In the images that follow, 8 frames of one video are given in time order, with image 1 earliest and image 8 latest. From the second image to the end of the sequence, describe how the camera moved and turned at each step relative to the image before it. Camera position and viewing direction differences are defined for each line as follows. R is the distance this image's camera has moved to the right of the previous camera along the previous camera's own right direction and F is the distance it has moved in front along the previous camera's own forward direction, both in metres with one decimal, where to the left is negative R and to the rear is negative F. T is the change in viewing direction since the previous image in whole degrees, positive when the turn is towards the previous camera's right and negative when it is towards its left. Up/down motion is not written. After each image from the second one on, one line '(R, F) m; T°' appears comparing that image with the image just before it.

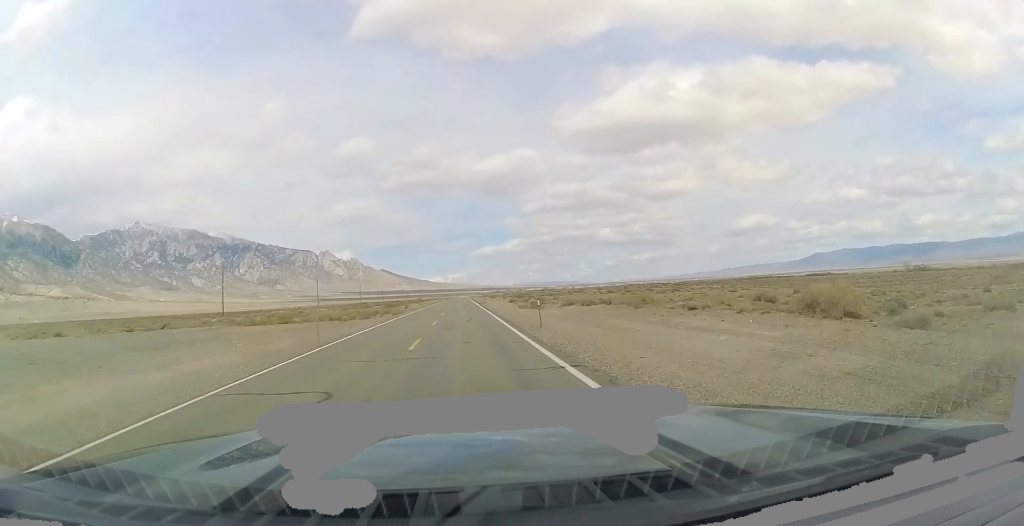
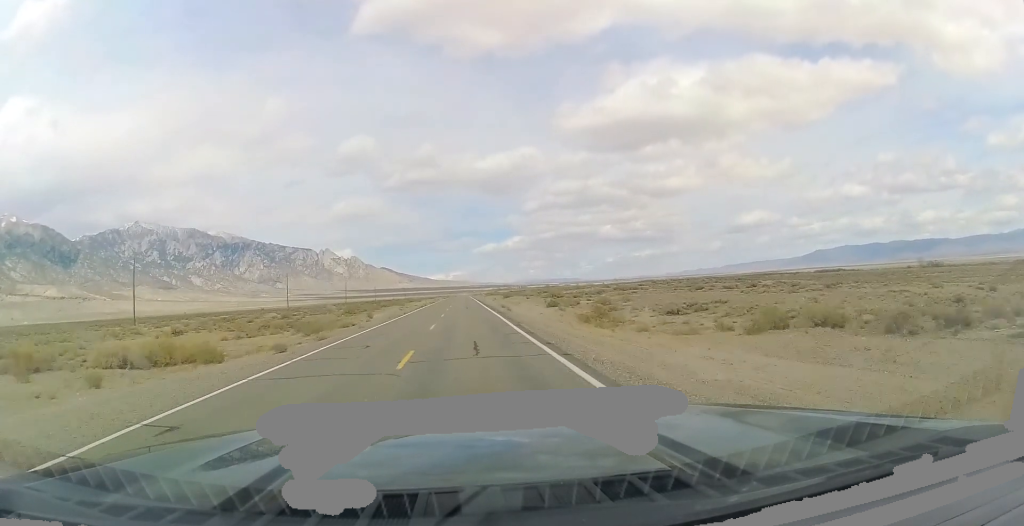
(0.0, +40.7) m; 0°
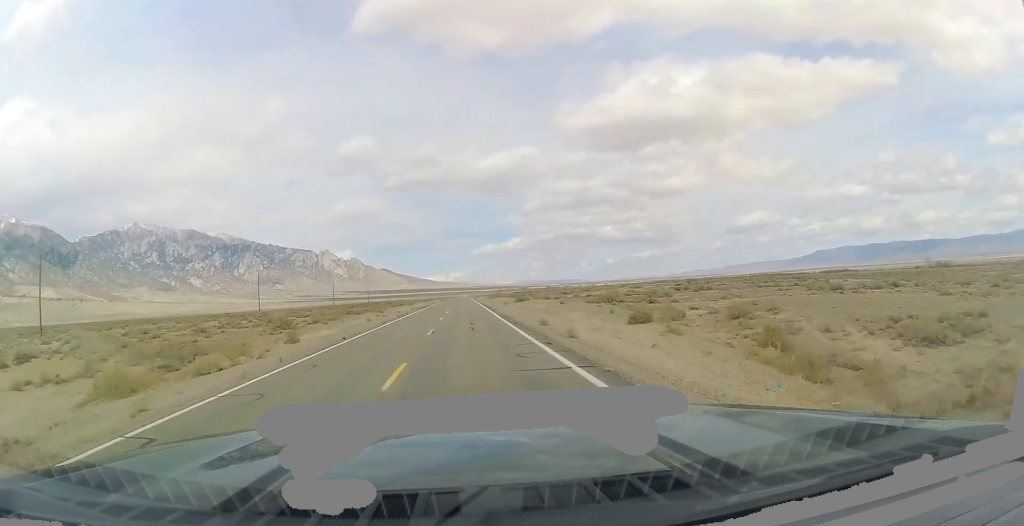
(-0.1, +26.8) m; 0°
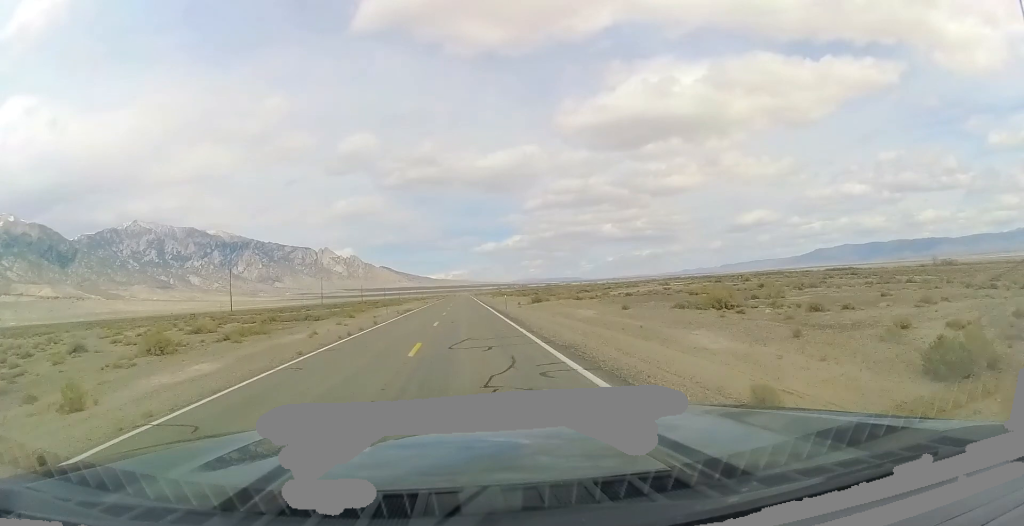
(-0.2, +19.8) m; 0°
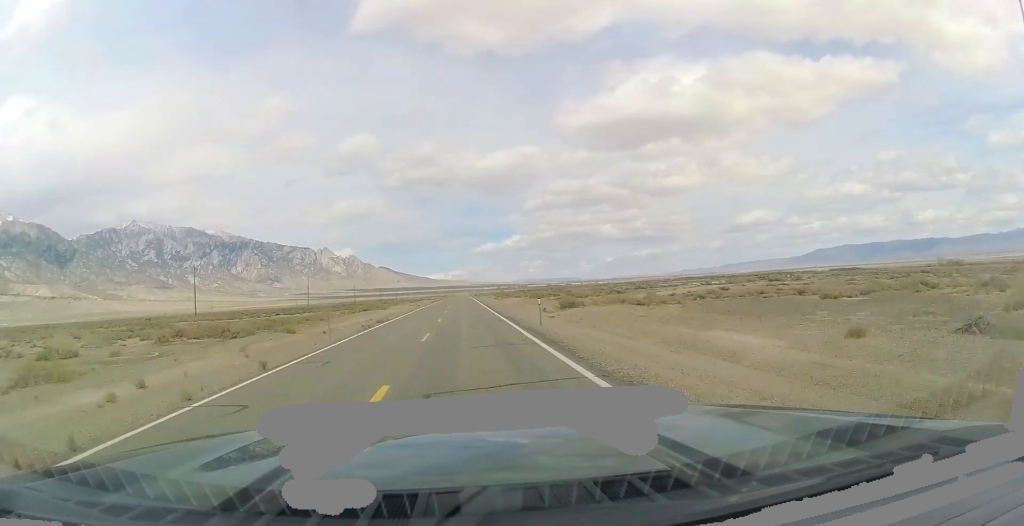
(+0.2, +19.8) m; 0°
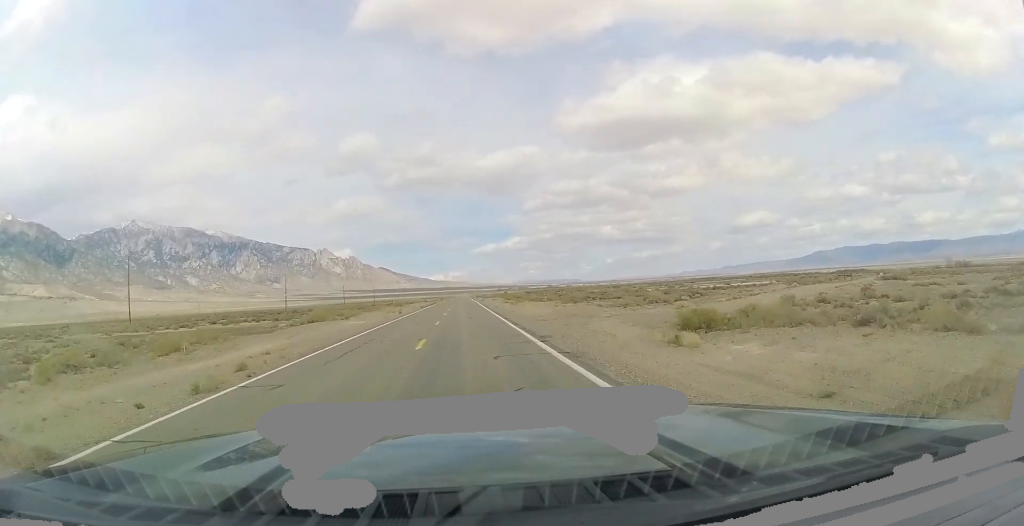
(+0.1, +26.8) m; 0°
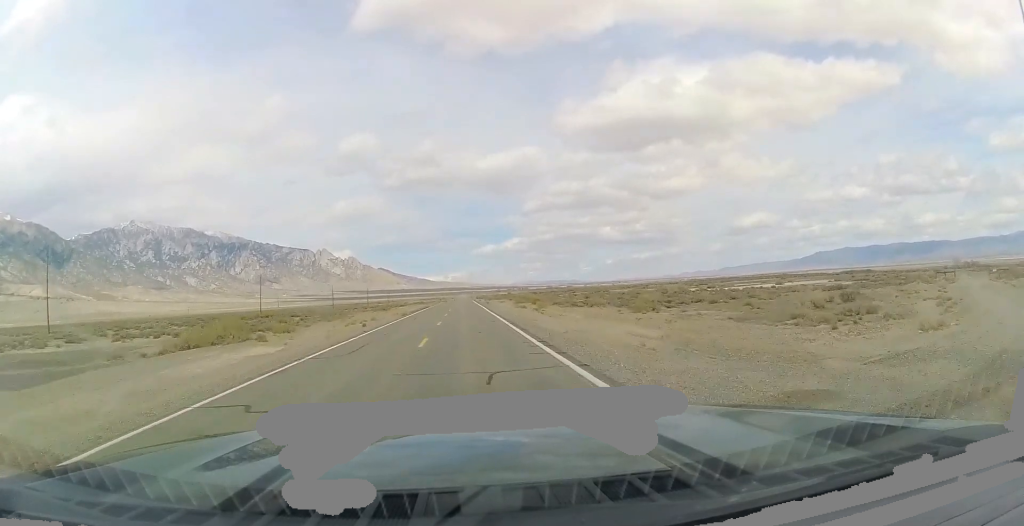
(-0.1, +23.3) m; 0°
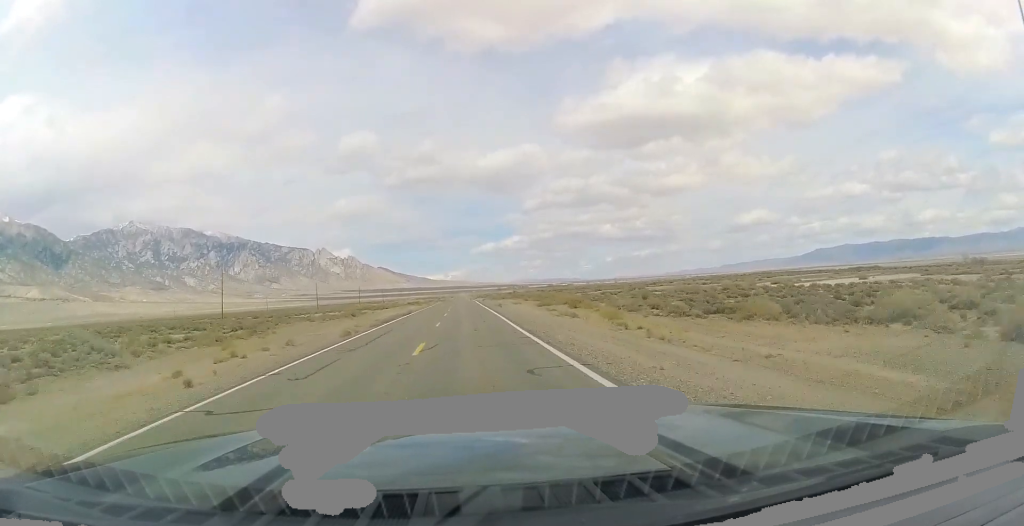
(+0.1, +26.8) m; +1°
